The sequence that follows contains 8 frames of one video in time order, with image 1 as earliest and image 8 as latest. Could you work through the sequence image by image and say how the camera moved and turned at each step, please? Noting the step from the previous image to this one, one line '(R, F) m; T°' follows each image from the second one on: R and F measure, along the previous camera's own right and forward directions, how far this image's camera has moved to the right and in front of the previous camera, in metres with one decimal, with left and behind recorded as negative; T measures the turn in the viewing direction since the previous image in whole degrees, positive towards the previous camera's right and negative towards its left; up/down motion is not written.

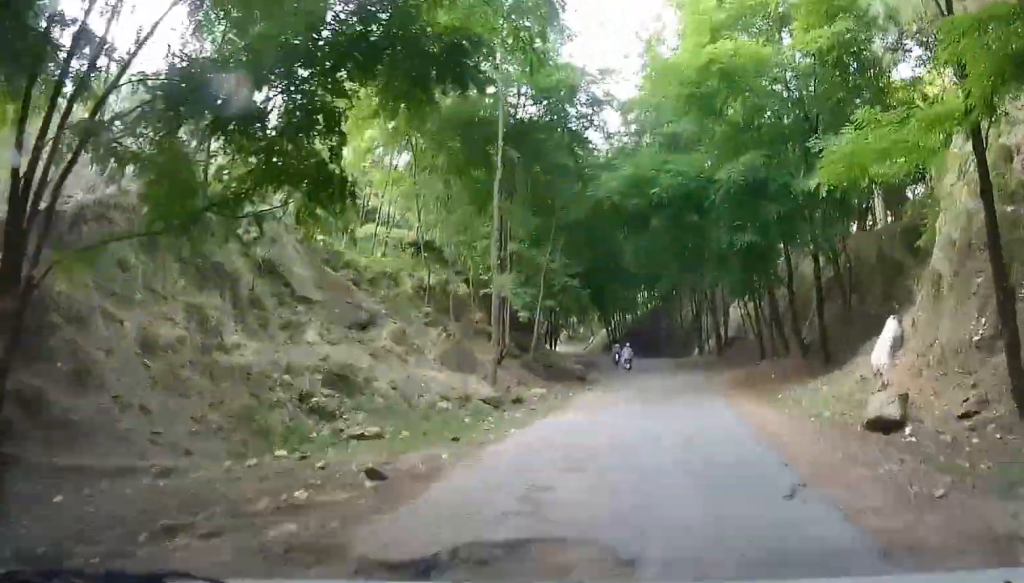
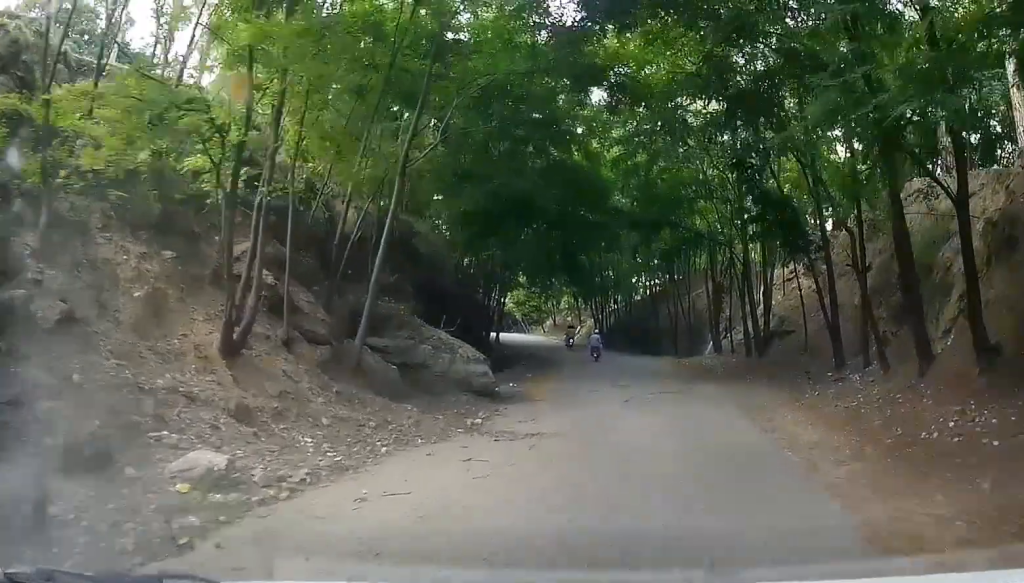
(+1.5, +17.0) m; +8°
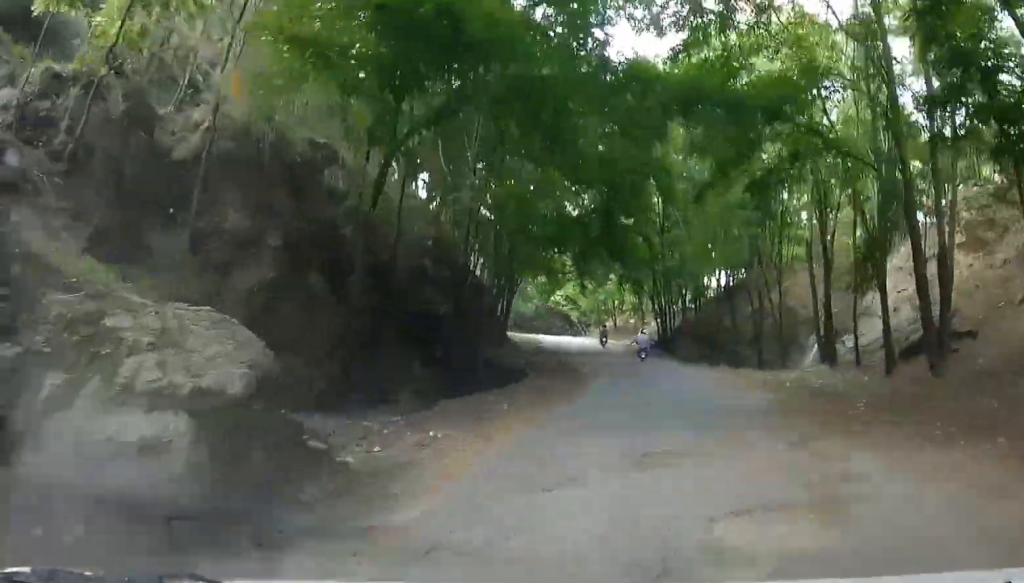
(+0.5, +11.3) m; -1°
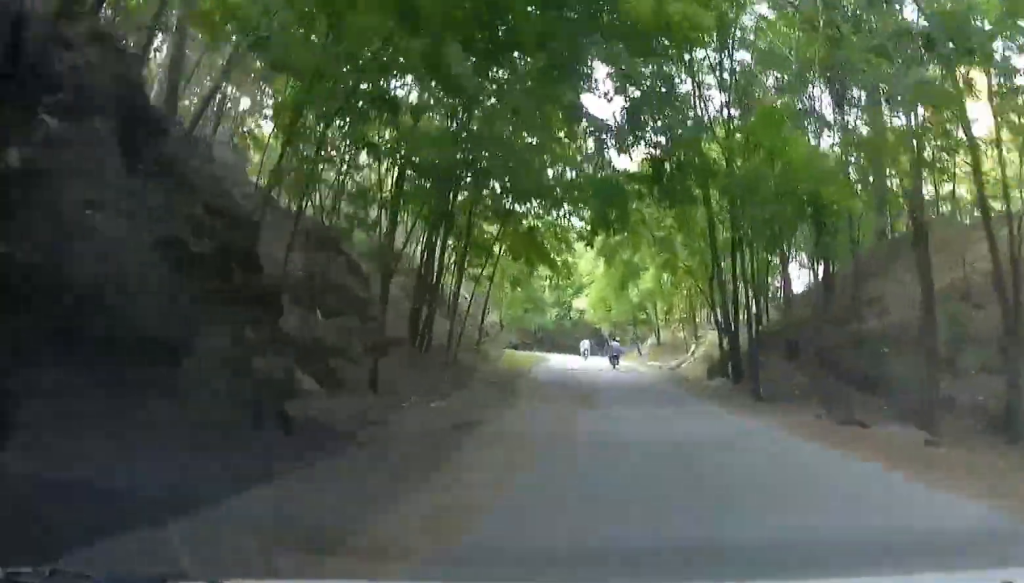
(-2.1, +21.7) m; -11°
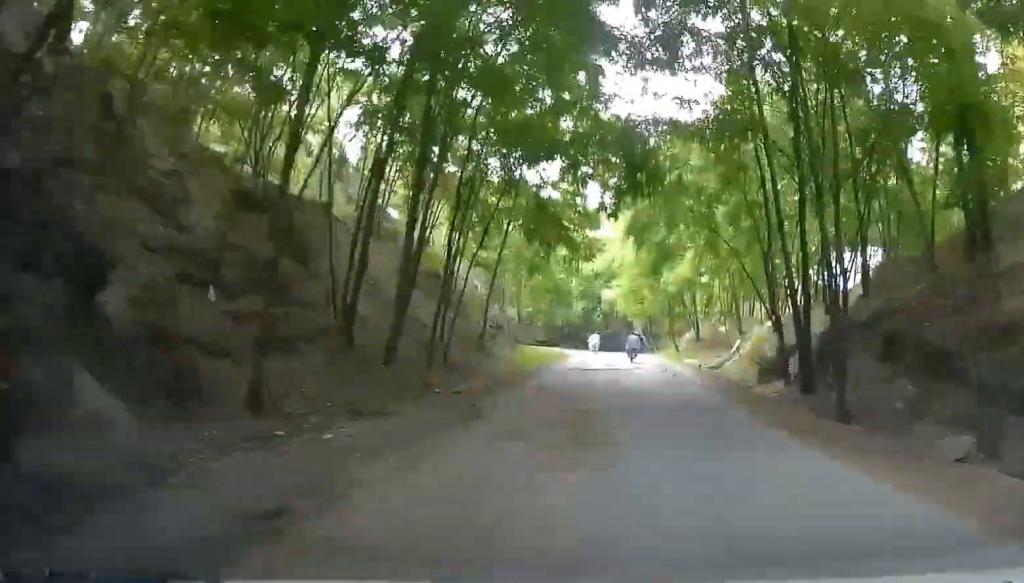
(-0.1, +5.8) m; -1°
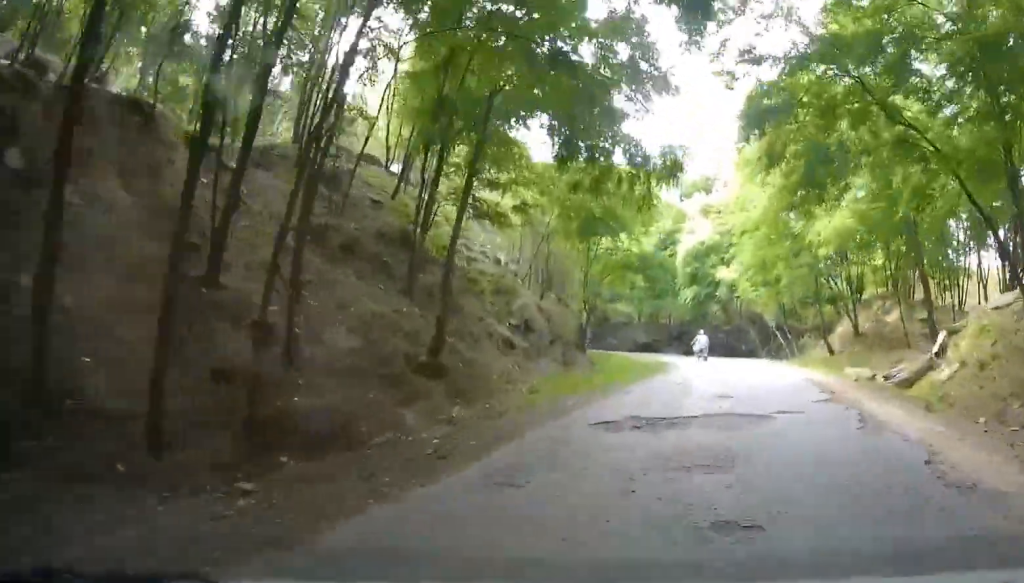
(-0.3, +15.5) m; -6°
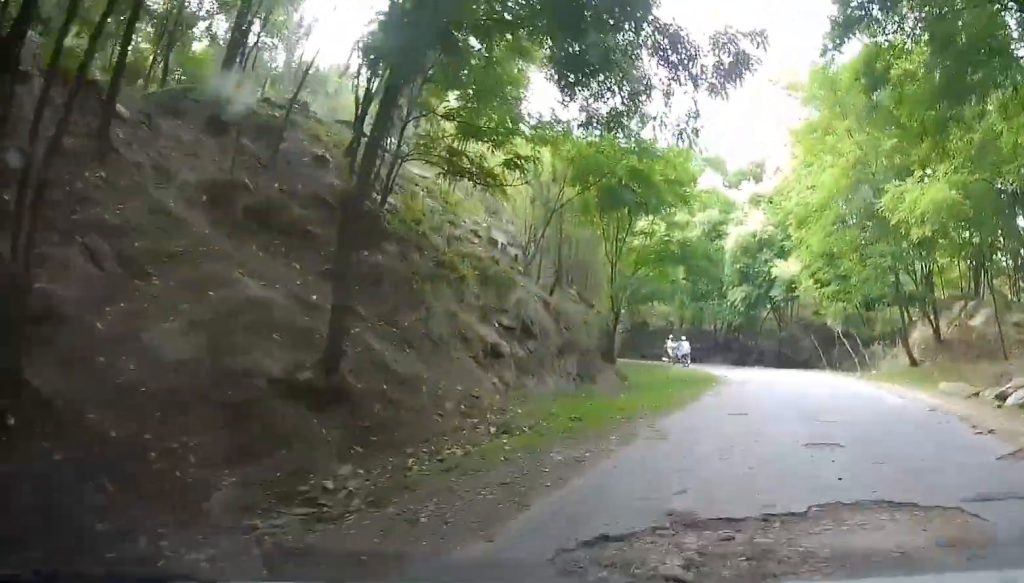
(-0.5, +6.0) m; -3°
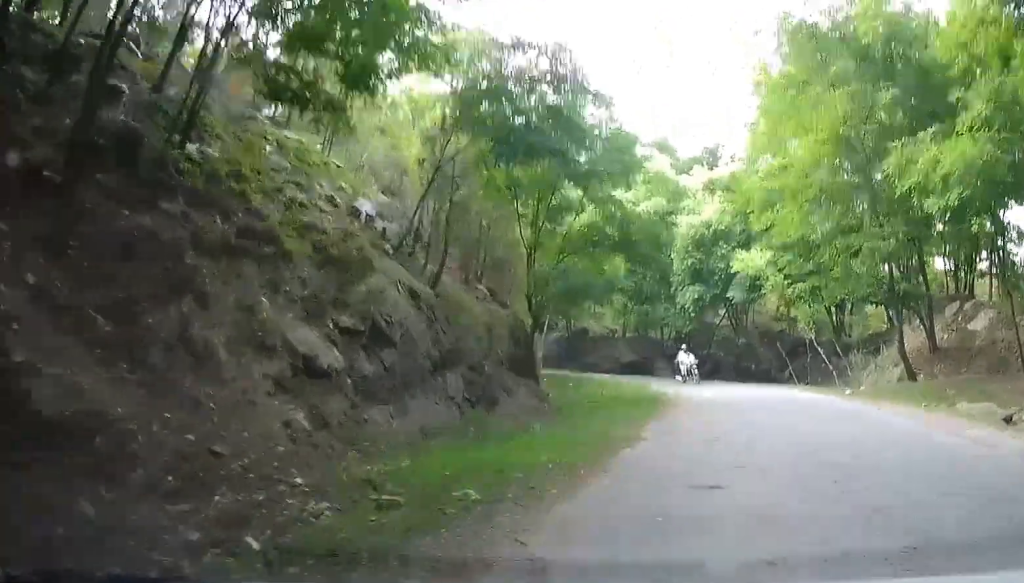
(-0.2, +6.3) m; -2°
